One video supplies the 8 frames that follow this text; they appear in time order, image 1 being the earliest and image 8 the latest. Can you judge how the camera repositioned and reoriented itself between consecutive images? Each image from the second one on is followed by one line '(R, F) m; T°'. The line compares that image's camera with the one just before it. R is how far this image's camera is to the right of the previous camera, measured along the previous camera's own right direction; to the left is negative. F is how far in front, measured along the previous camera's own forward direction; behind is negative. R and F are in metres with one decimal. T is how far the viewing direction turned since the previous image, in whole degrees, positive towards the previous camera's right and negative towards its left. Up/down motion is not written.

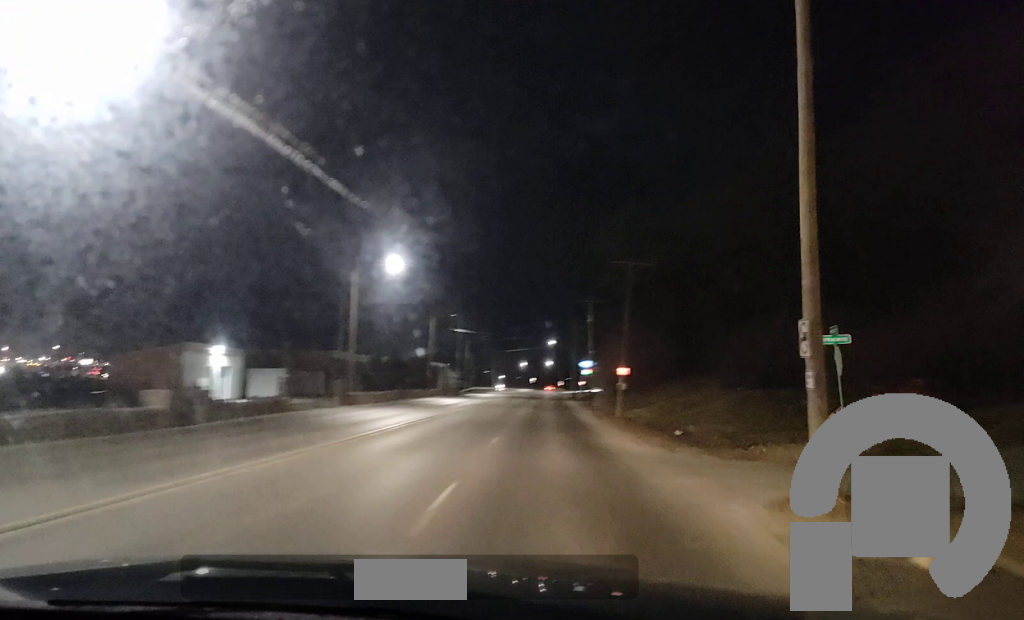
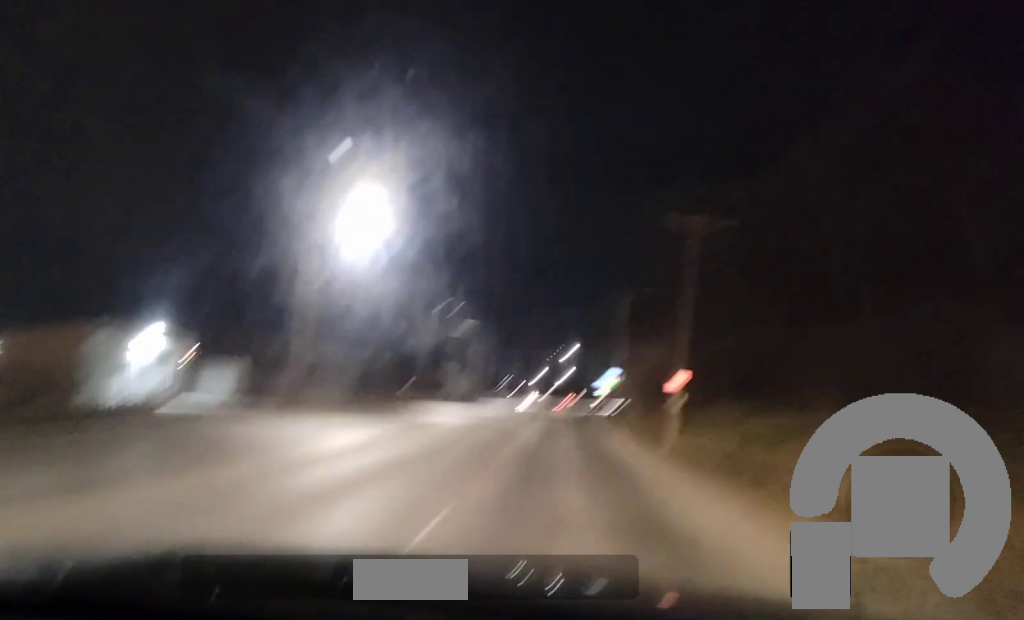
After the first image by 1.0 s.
(0.0, +14.9) m; -1°
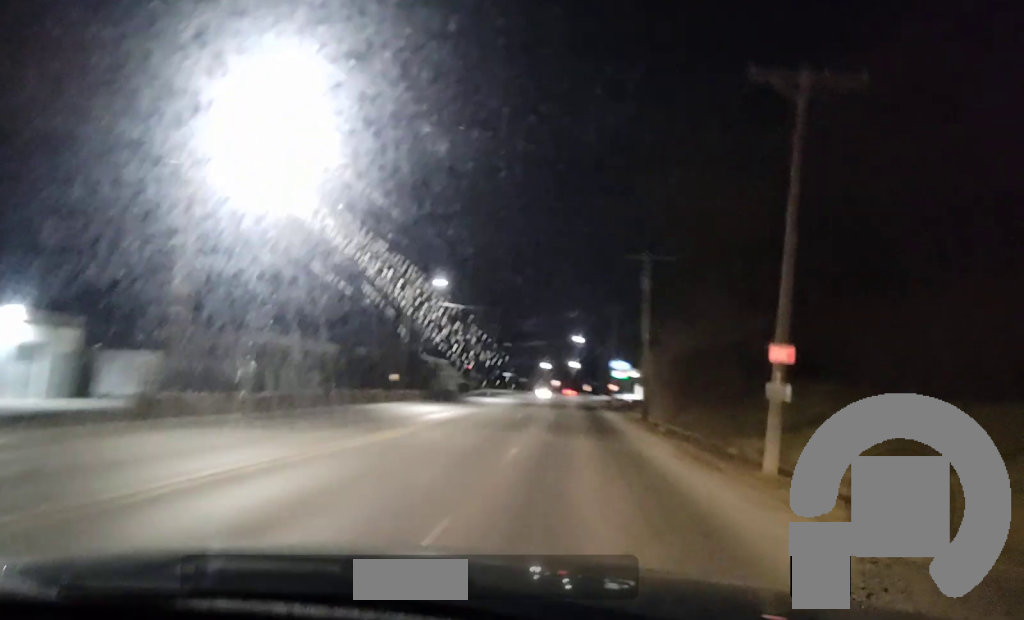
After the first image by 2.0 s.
(-0.1, +13.1) m; -1°
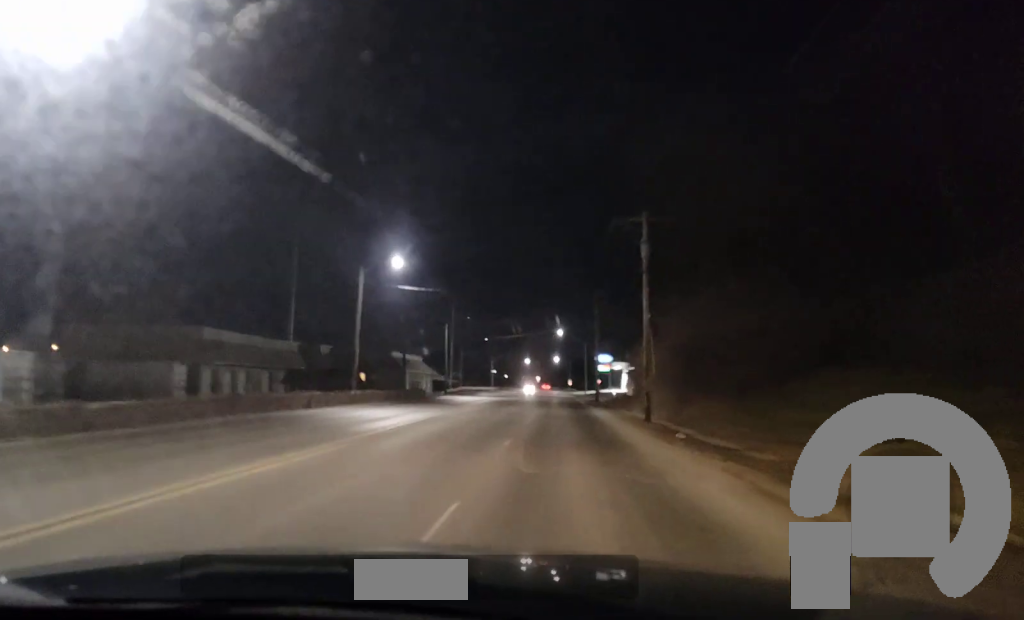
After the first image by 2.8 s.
(-0.1, +11.5) m; 0°
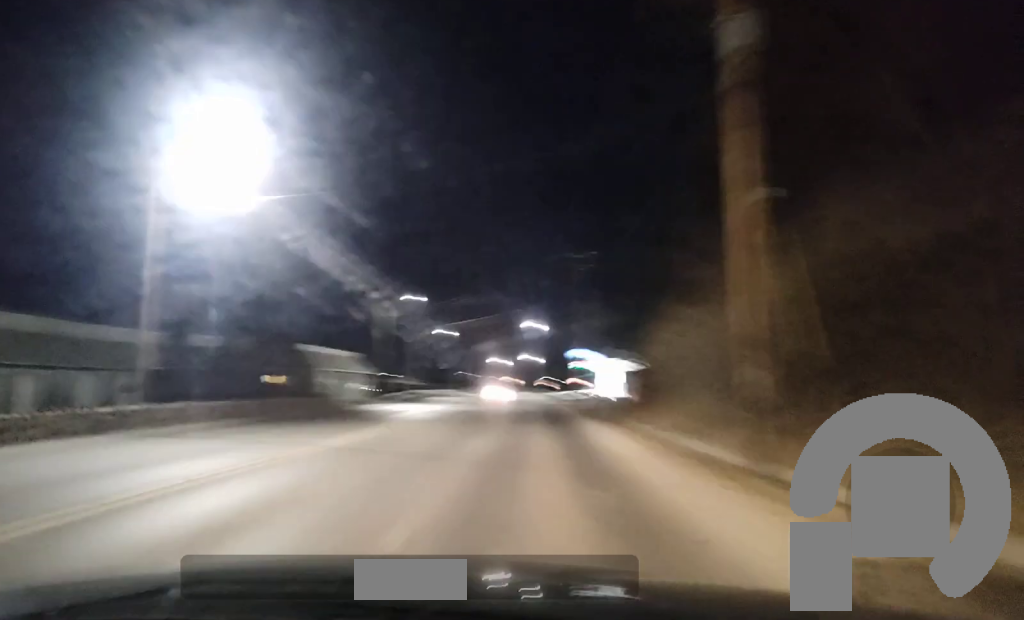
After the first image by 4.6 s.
(+0.3, +25.4) m; +1°
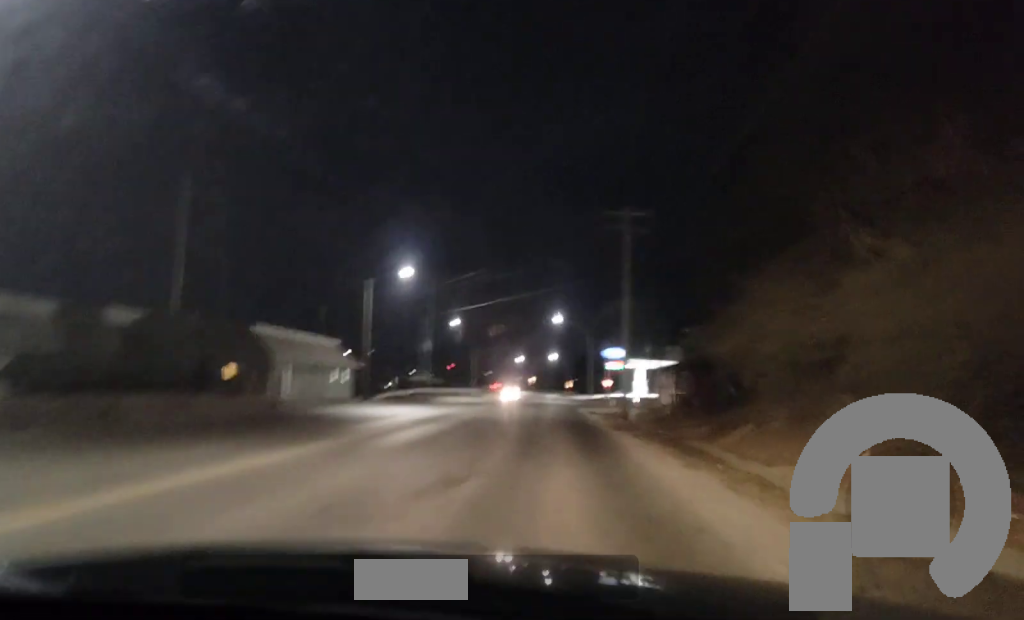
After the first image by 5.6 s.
(+0.1, +15.5) m; -1°
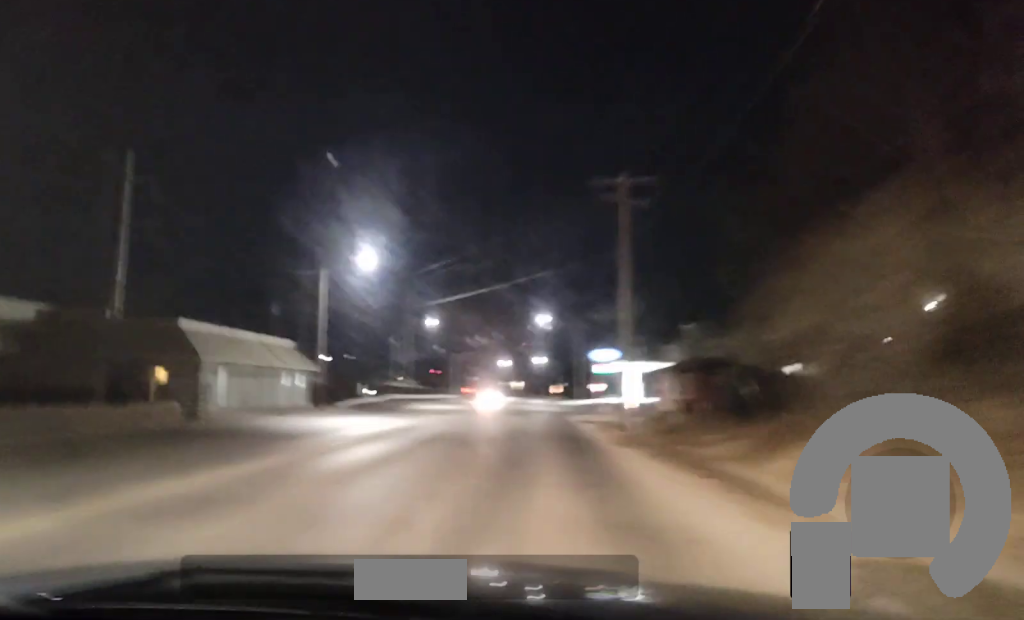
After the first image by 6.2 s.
(-0.1, +7.8) m; 0°
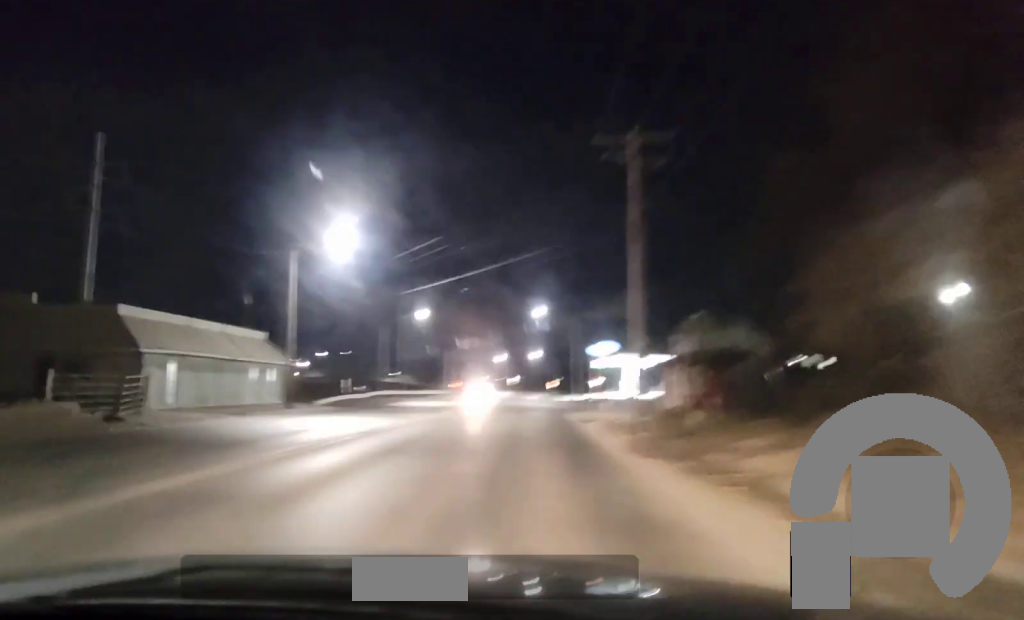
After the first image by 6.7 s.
(-0.2, +7.0) m; 0°
